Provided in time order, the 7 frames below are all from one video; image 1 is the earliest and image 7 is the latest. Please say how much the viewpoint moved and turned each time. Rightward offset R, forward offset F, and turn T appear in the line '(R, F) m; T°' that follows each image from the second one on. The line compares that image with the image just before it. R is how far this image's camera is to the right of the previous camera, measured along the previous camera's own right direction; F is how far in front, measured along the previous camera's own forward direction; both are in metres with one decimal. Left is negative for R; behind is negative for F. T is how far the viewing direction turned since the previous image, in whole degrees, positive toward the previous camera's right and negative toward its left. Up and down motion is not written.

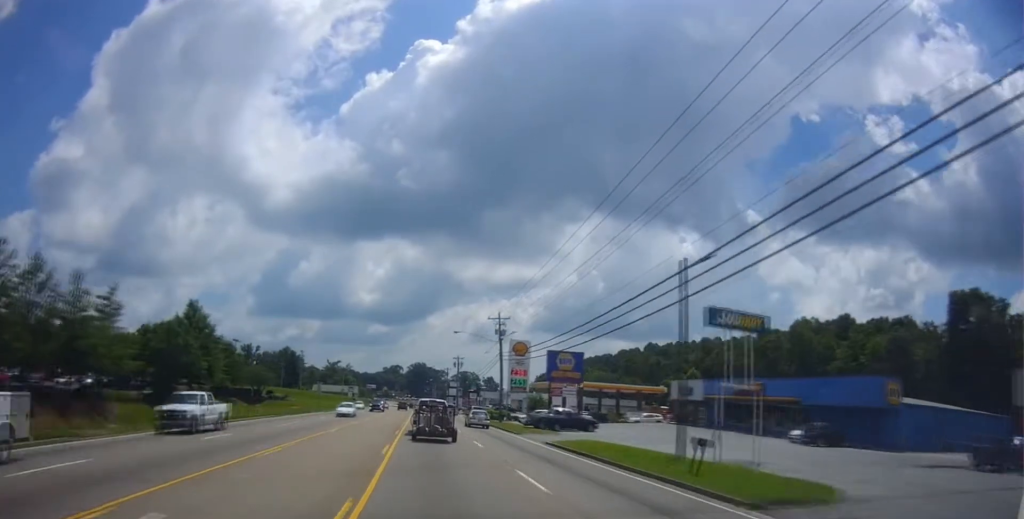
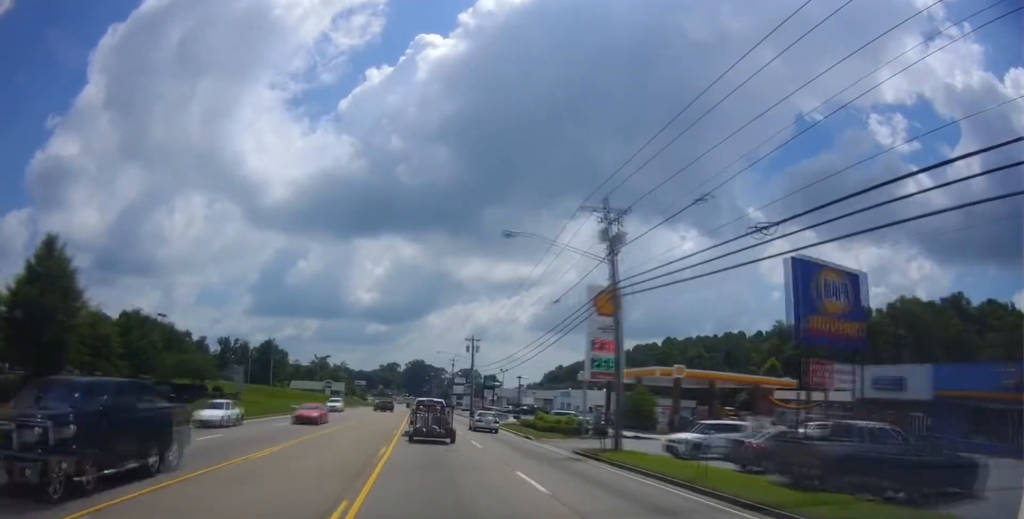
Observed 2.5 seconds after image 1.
(0.0, +35.7) m; 0°
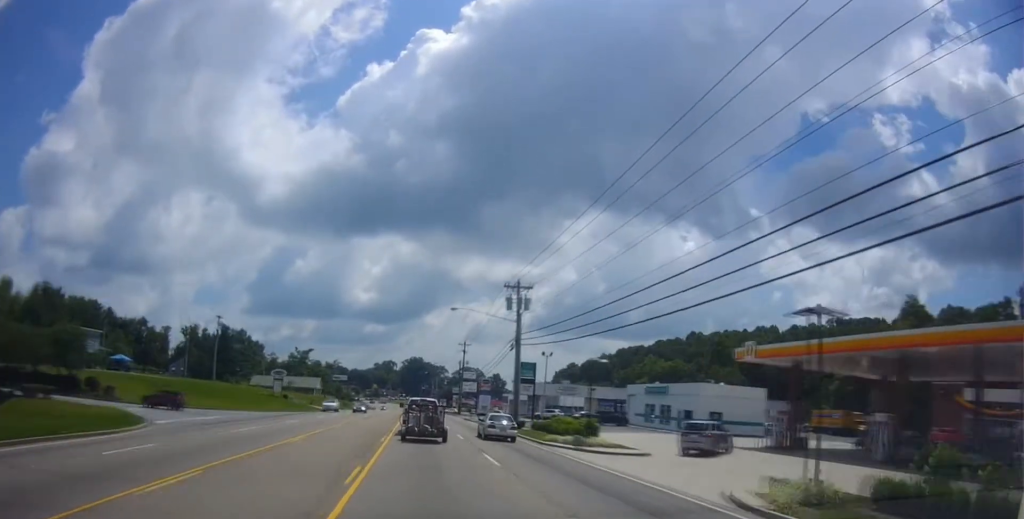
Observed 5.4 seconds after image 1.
(+0.7, +43.9) m; +2°
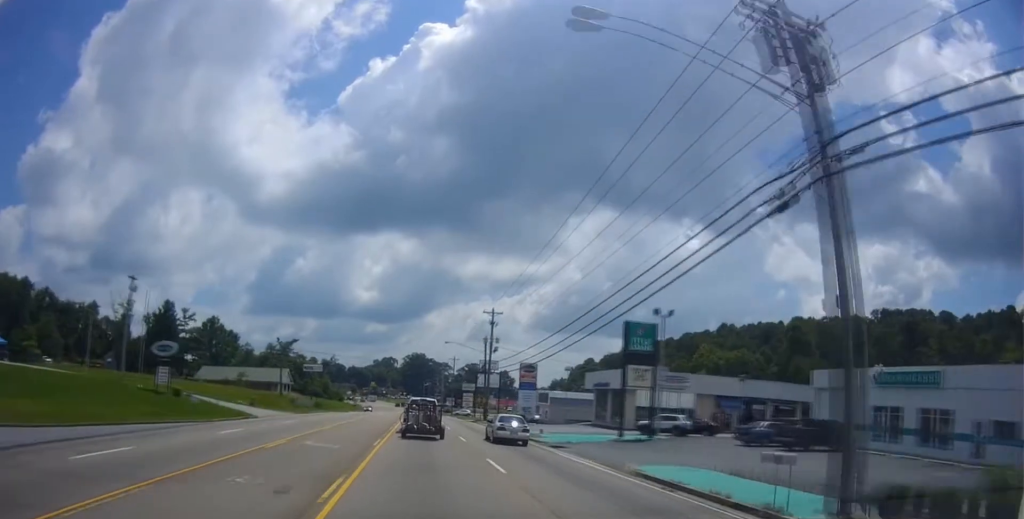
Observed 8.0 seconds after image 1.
(-0.1, +38.5) m; -1°
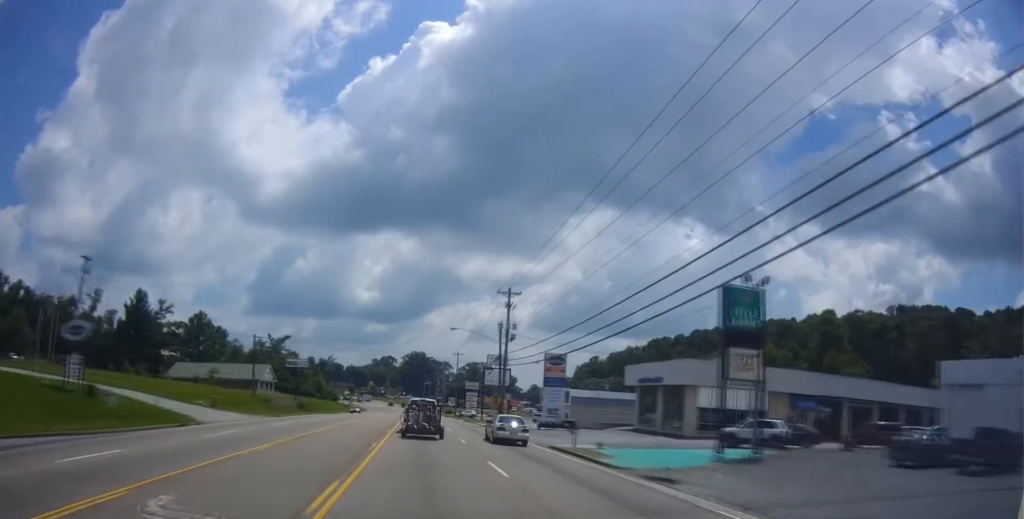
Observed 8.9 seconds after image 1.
(-0.1, +12.8) m; 0°
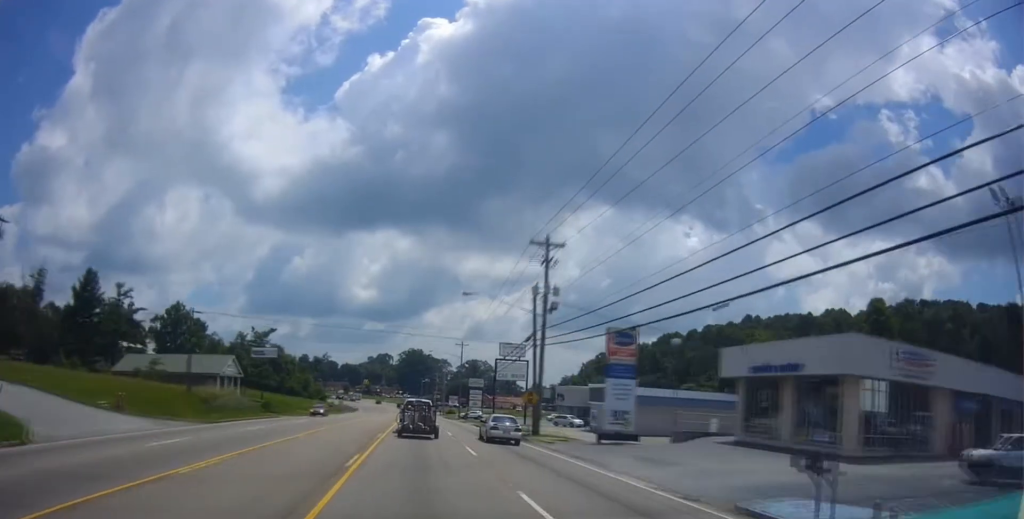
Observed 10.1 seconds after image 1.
(-0.1, +18.6) m; 0°
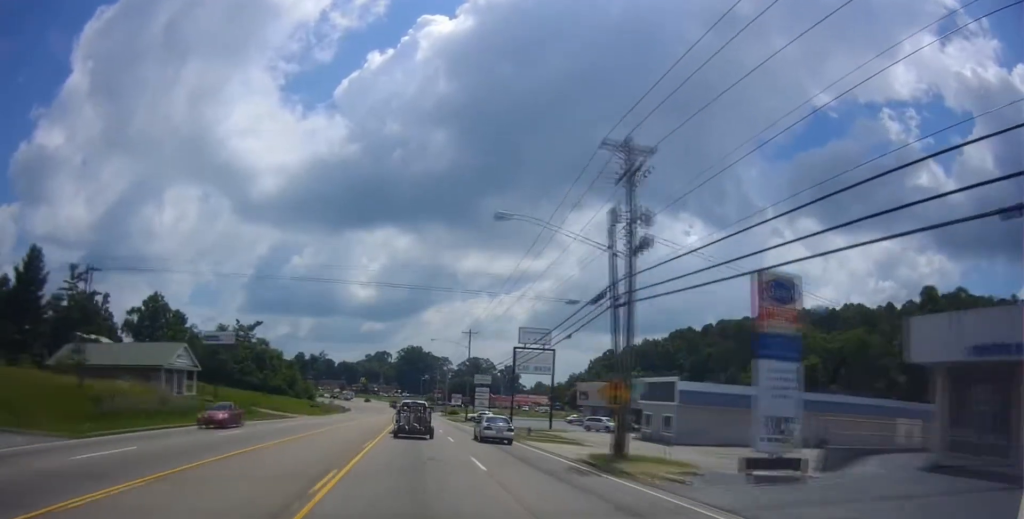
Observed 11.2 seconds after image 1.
(-0.1, +17.2) m; 0°
